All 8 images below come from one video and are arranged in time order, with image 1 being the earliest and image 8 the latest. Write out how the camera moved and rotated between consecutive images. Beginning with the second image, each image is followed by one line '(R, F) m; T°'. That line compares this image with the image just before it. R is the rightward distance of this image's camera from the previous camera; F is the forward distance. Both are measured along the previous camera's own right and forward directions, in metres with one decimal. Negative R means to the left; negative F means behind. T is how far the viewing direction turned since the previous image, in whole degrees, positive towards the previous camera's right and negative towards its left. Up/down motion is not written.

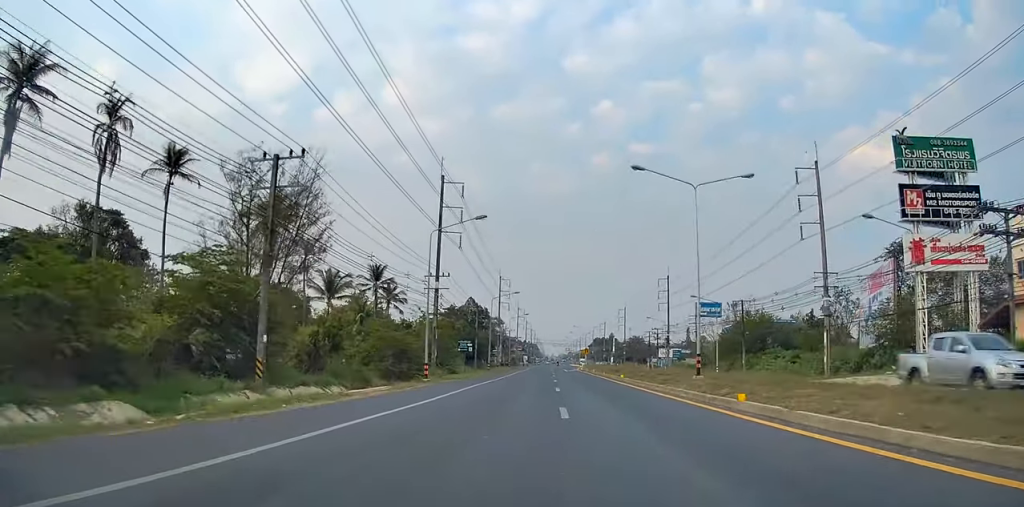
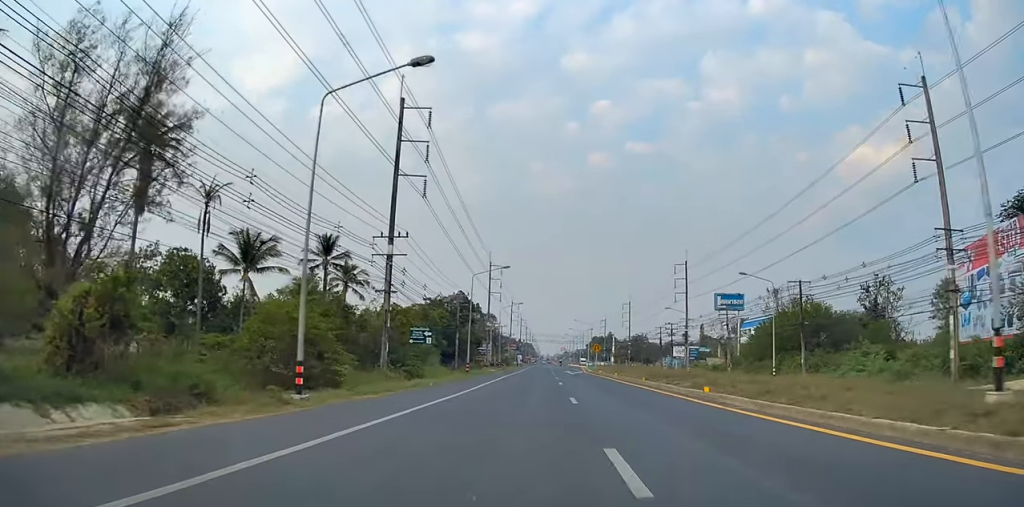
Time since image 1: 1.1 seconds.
(+0.3, +19.7) m; 0°
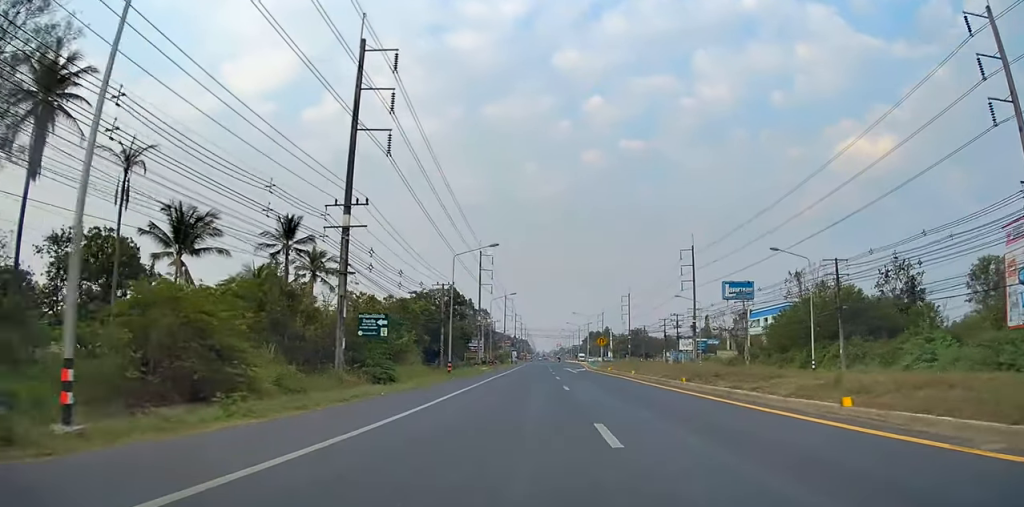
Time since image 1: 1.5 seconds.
(+0.1, +9.0) m; 0°
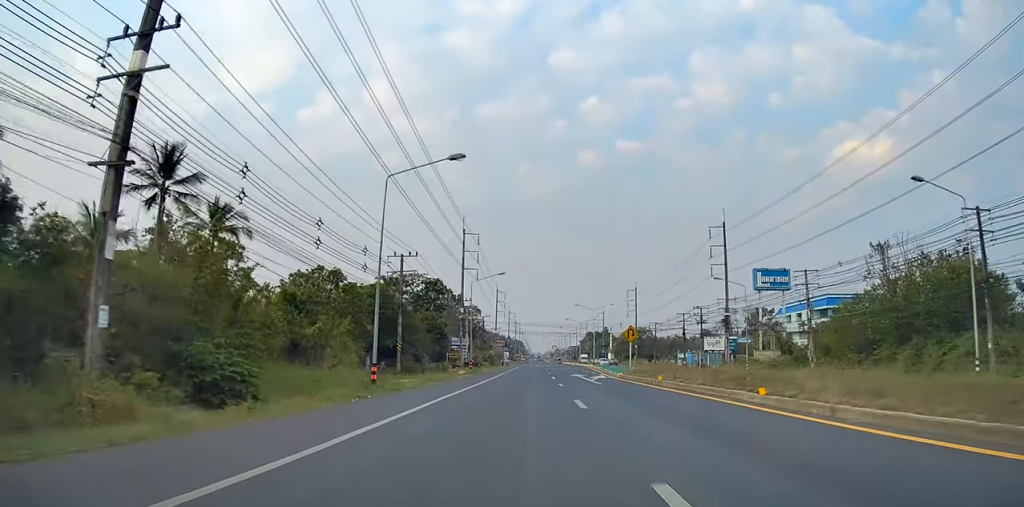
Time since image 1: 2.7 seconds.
(-0.3, +21.0) m; +1°
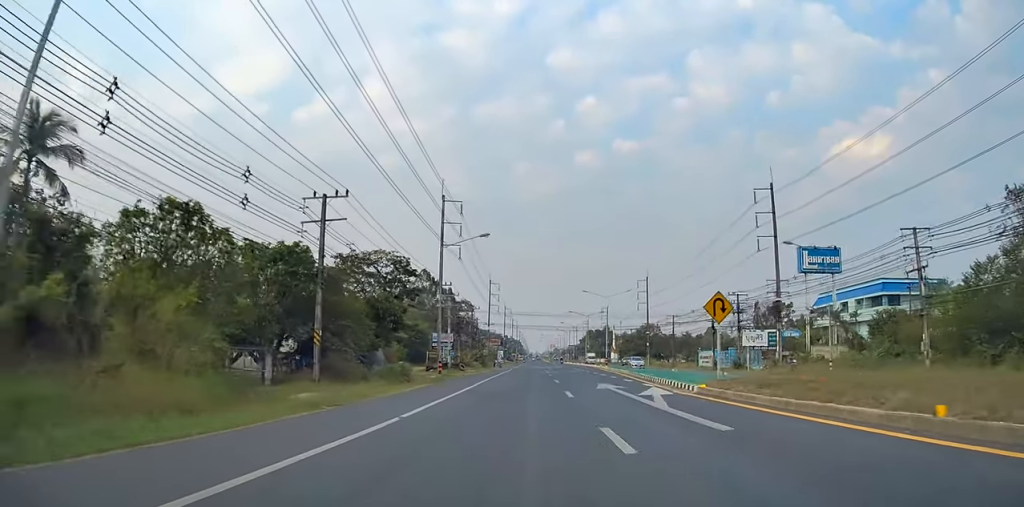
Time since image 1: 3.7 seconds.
(+0.4, +19.3) m; +1°
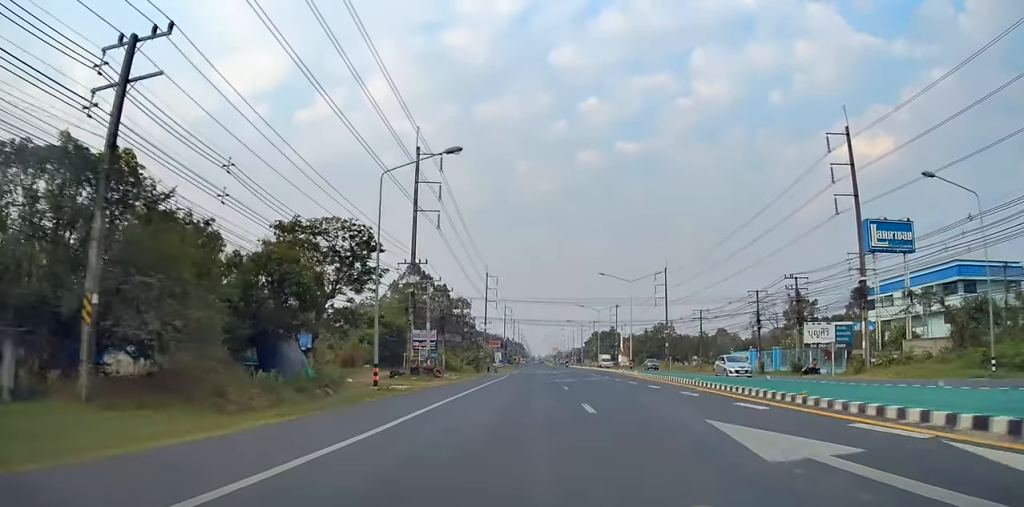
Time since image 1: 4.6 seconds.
(-0.1, +18.2) m; -1°
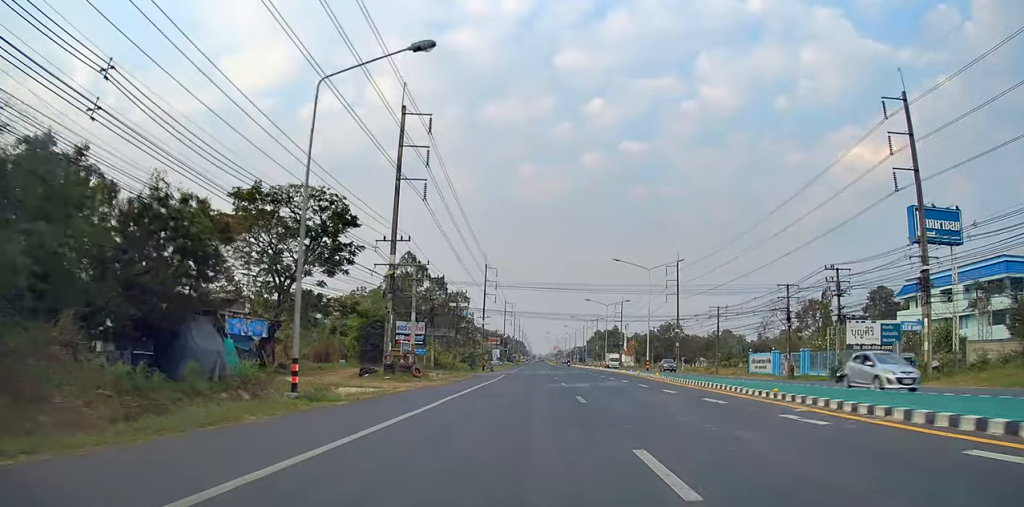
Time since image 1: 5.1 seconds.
(-0.2, +8.8) m; 0°
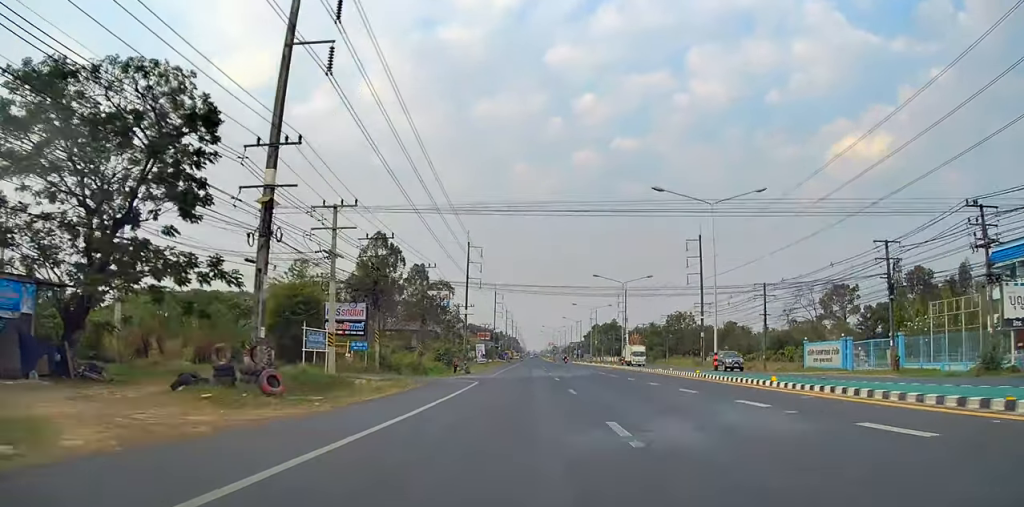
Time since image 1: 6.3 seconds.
(+0.3, +21.3) m; +2°
